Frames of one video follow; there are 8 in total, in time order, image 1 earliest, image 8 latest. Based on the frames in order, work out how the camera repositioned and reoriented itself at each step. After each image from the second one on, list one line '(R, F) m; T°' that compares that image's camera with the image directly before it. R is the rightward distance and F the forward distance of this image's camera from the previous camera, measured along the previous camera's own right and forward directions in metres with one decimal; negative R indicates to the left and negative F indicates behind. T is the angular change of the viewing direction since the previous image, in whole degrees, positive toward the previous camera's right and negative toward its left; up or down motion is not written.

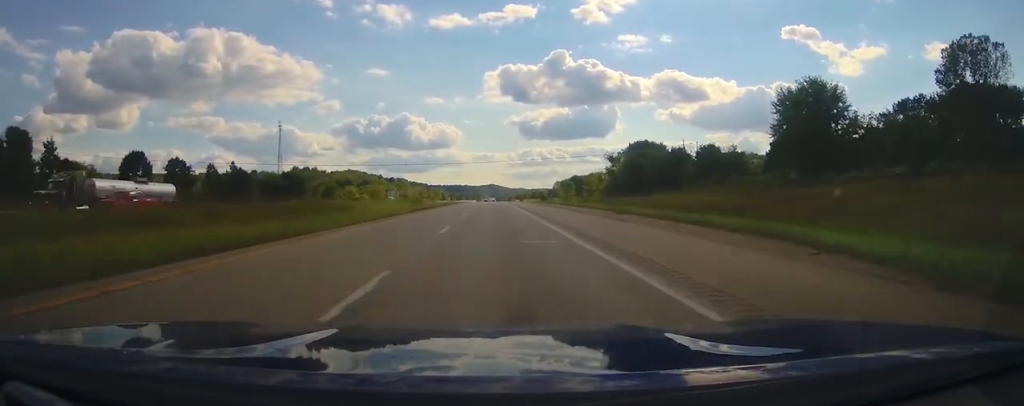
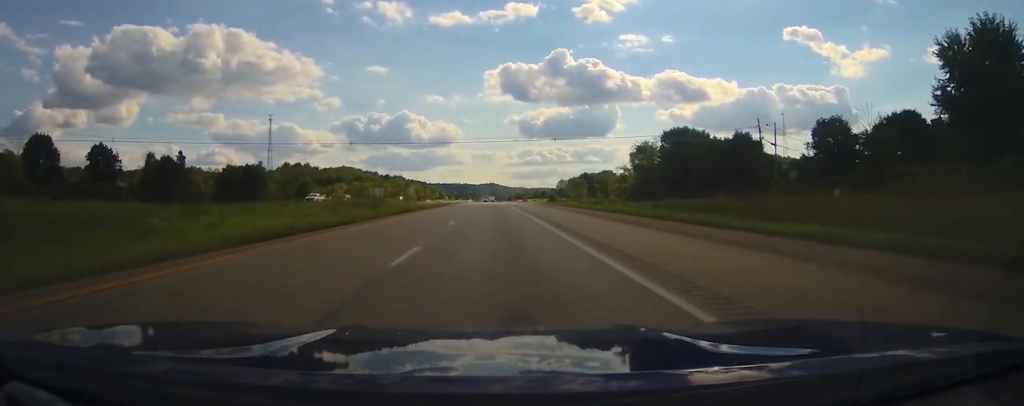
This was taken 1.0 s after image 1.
(0.0, +32.4) m; 0°
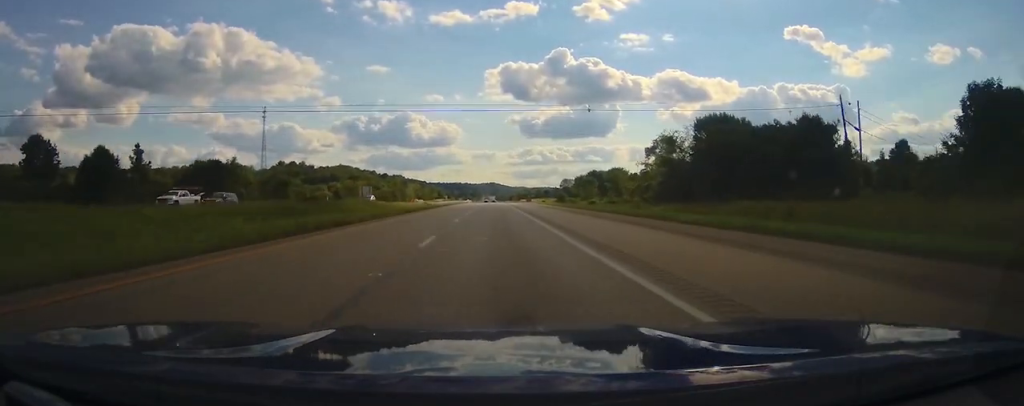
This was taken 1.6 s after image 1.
(0.0, +20.6) m; 0°
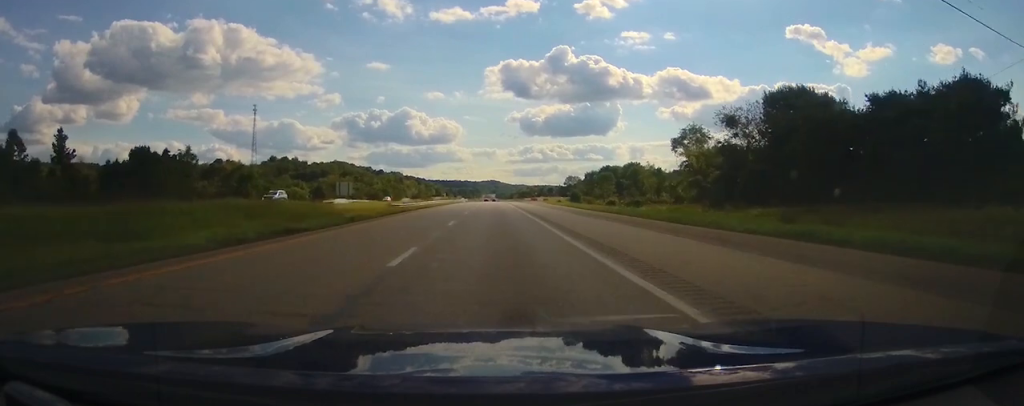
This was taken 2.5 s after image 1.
(0.0, +28.2) m; 0°
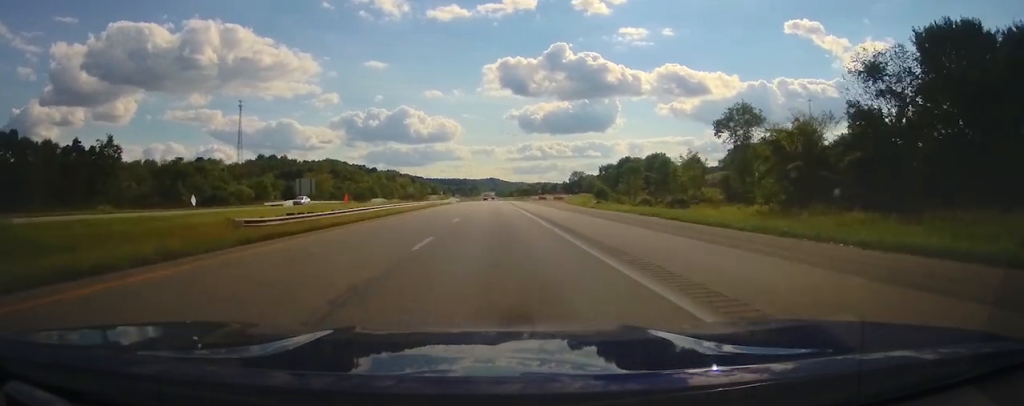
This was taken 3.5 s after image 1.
(0.0, +33.7) m; 0°
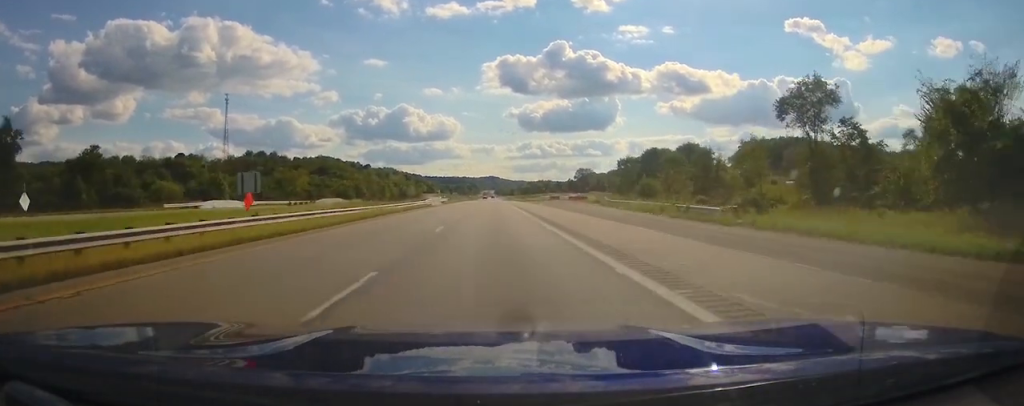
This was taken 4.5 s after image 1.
(0.0, +31.6) m; 0°
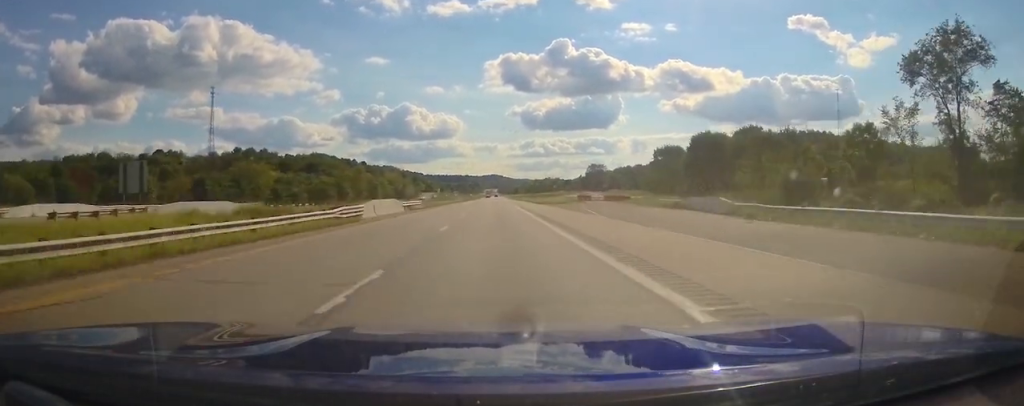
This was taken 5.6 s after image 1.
(0.0, +37.1) m; 0°
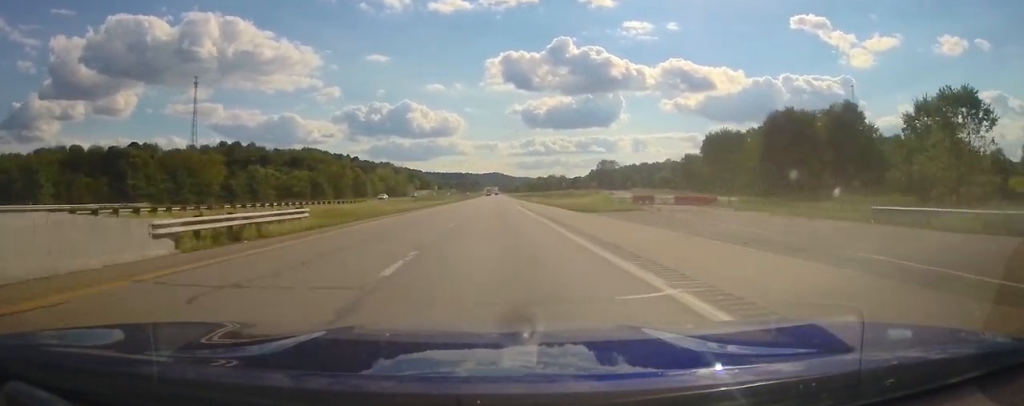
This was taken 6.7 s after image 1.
(0.0, +34.4) m; 0°
